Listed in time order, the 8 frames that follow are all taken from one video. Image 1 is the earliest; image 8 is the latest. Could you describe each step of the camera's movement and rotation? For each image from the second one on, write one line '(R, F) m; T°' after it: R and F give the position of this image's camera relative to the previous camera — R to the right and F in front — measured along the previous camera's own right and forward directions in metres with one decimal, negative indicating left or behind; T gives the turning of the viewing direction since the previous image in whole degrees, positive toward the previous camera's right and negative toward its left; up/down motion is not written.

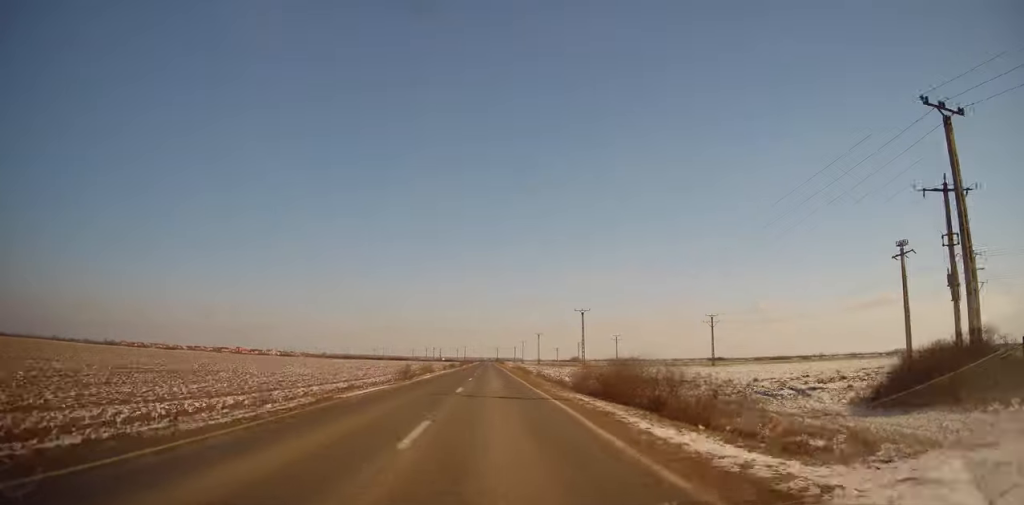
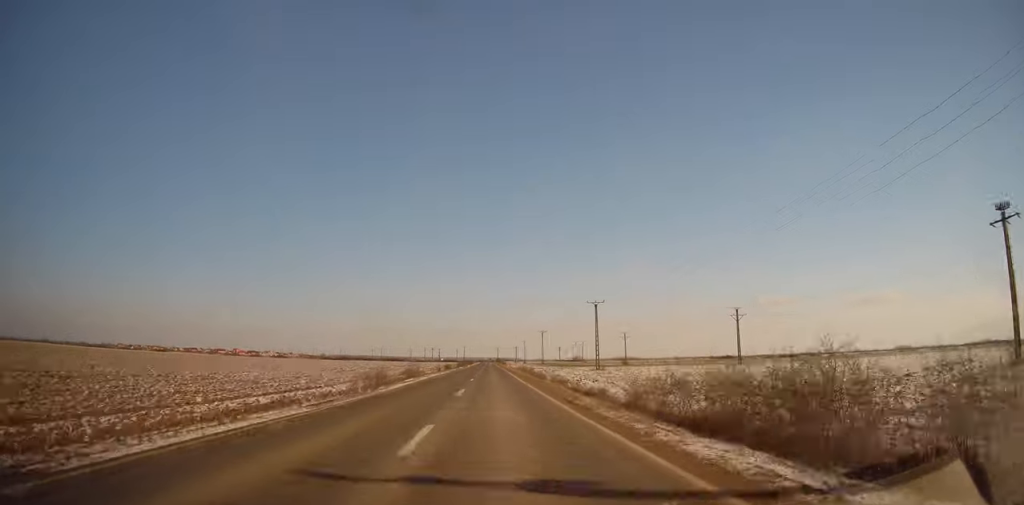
(+0.1, +12.2) m; -1°
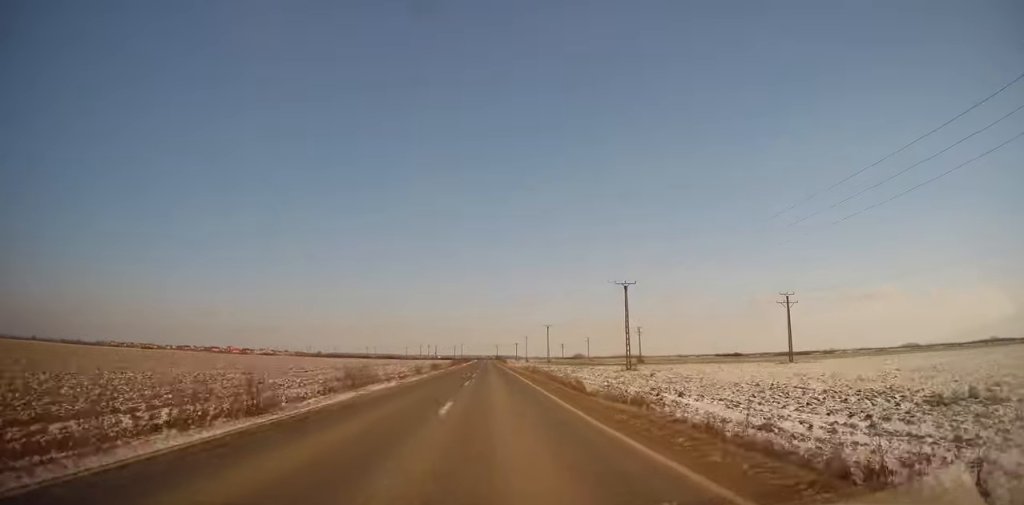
(-0.2, +19.1) m; 0°
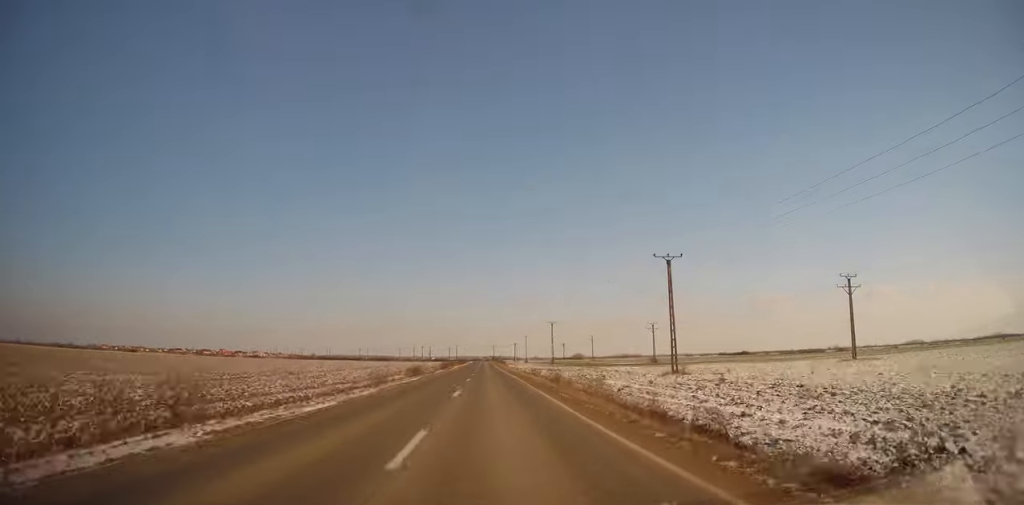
(-0.2, +17.4) m; 0°
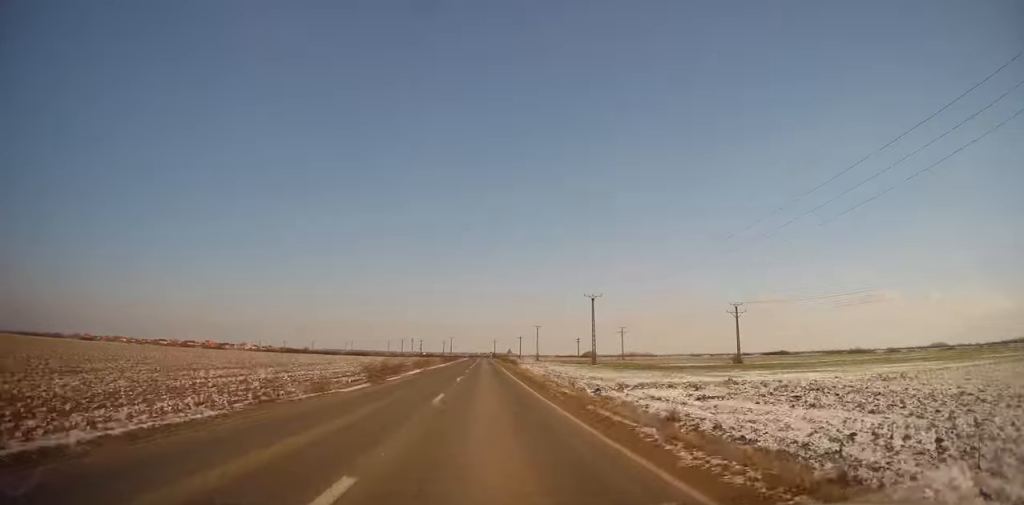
(+1.8, +52.5) m; +1°
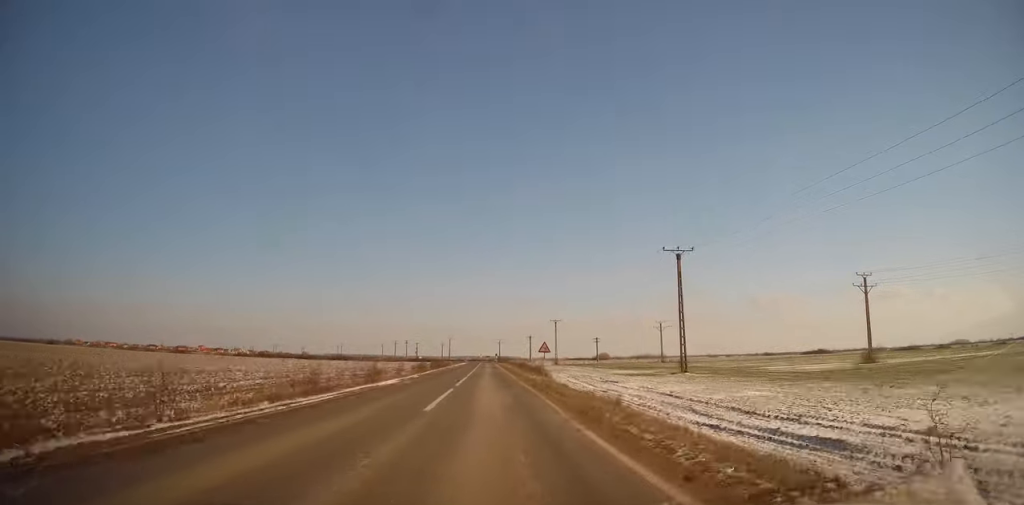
(-0.8, +37.8) m; 0°
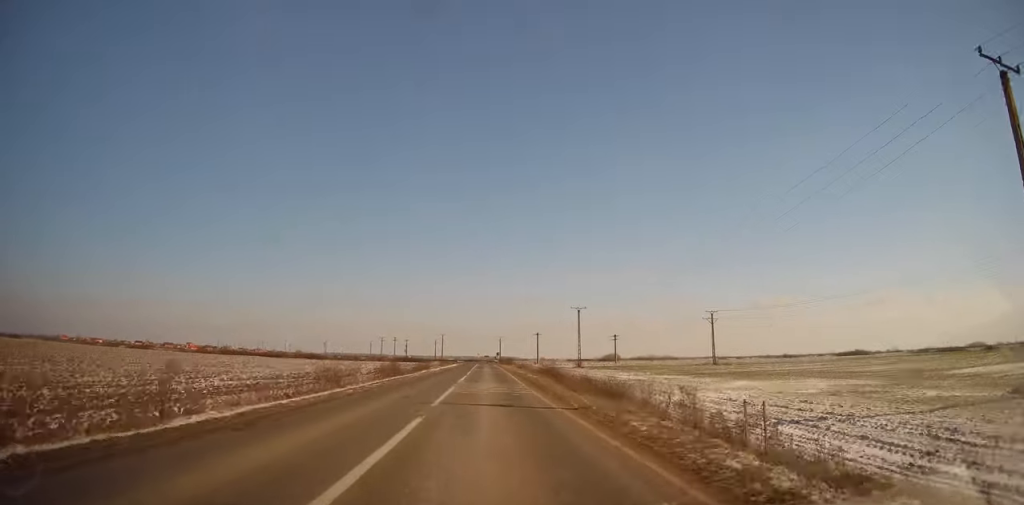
(+0.2, +34.7) m; 0°
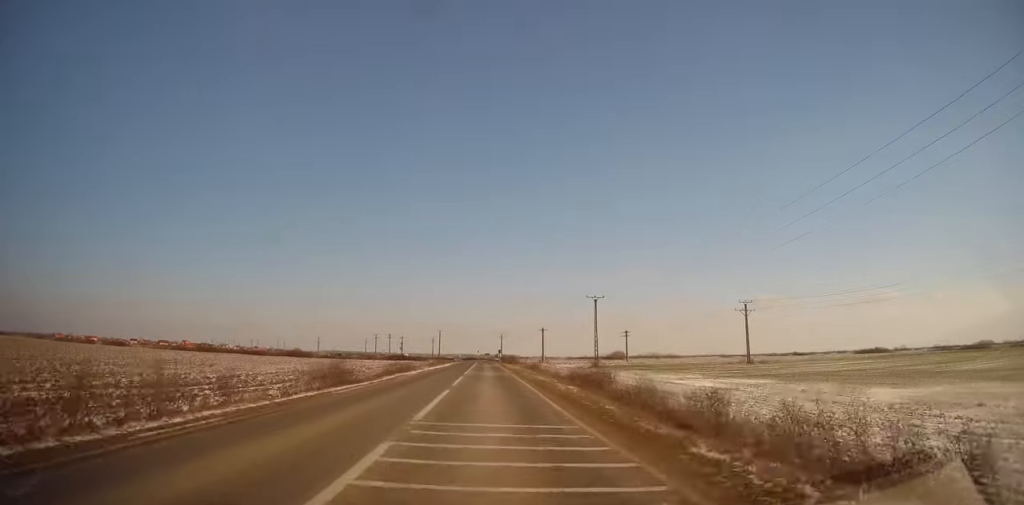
(0.0, +15.0) m; 0°
